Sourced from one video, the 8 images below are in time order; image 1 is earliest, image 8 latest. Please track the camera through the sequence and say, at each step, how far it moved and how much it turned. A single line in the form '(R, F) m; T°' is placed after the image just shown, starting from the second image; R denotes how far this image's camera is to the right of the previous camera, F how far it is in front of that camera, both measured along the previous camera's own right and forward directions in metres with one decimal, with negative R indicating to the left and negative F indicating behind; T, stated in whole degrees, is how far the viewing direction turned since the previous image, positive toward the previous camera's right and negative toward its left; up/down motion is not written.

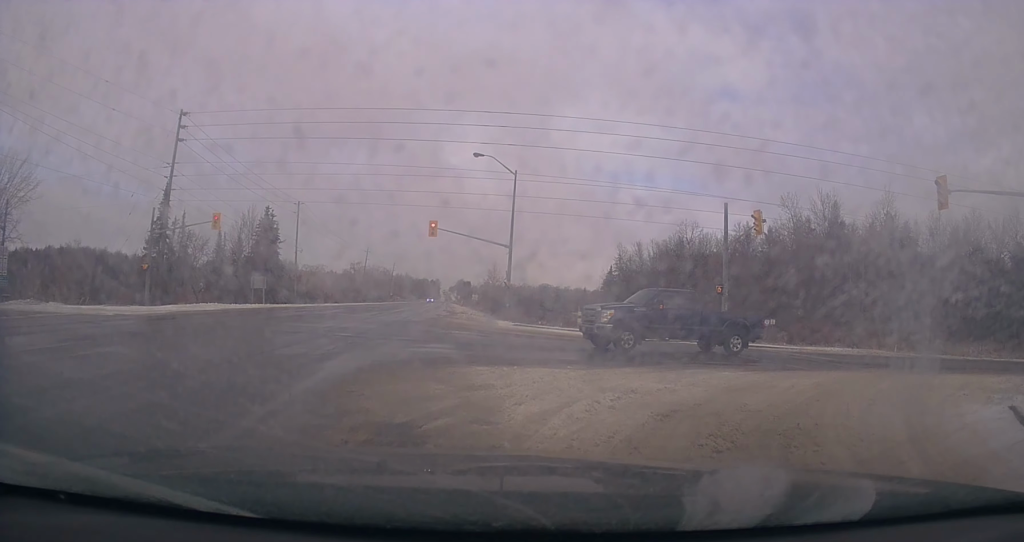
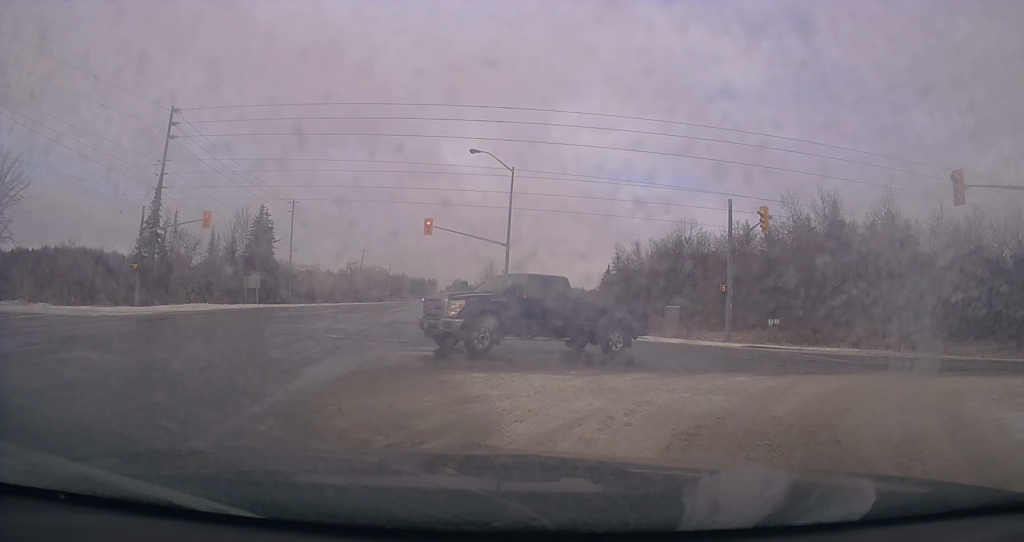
(-0.2, +0.6) m; 0°
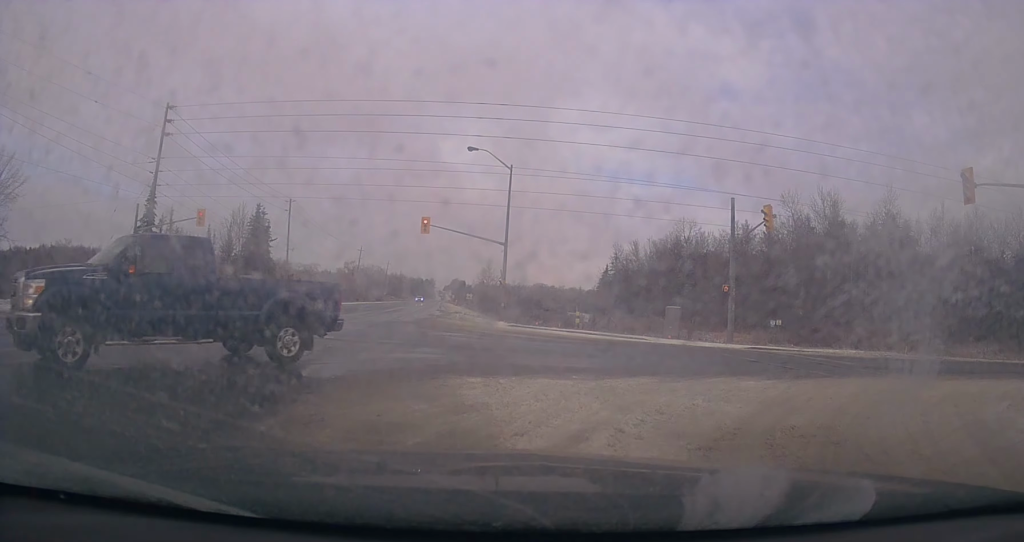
(-0.6, +0.8) m; 0°
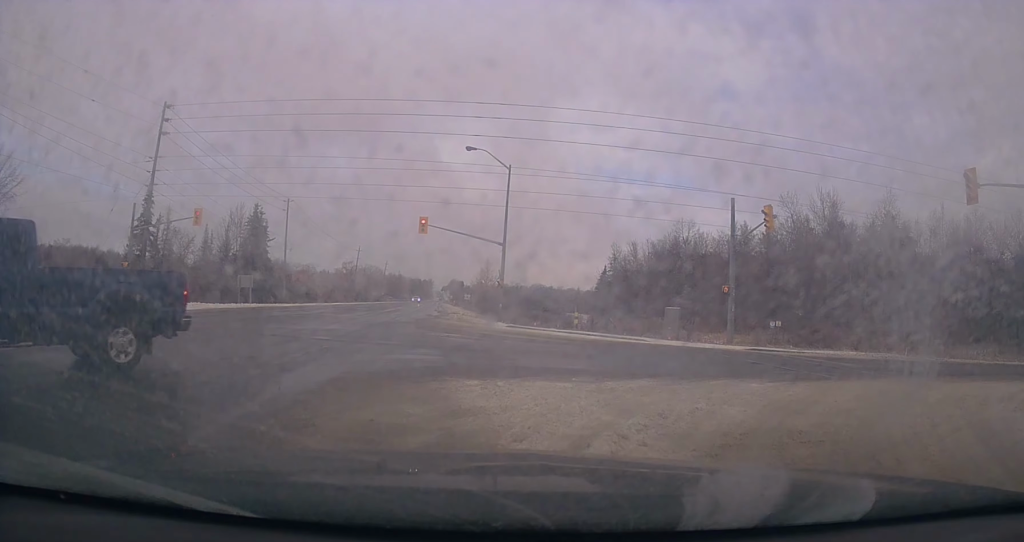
(-0.2, +0.2) m; 0°
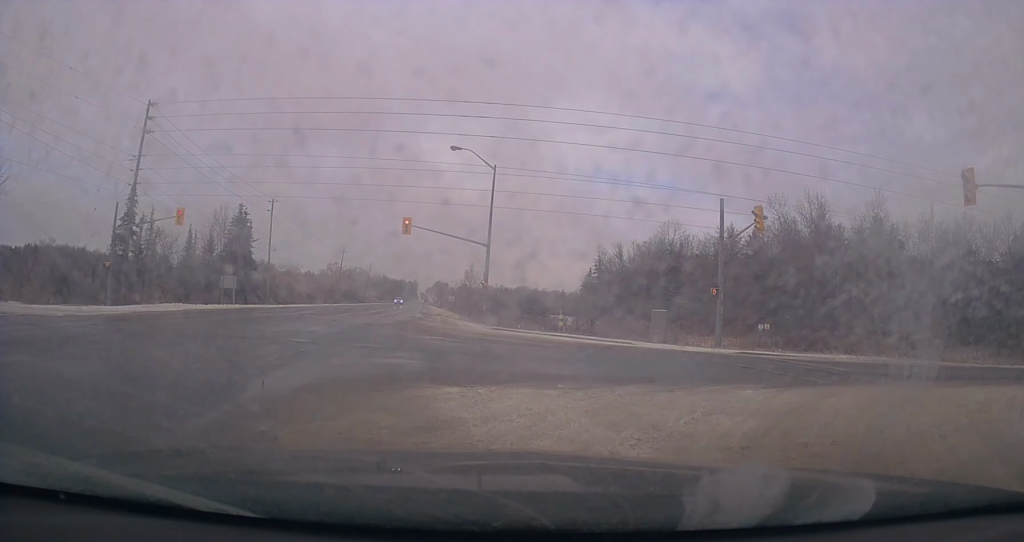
(0.0, +0.3) m; 0°
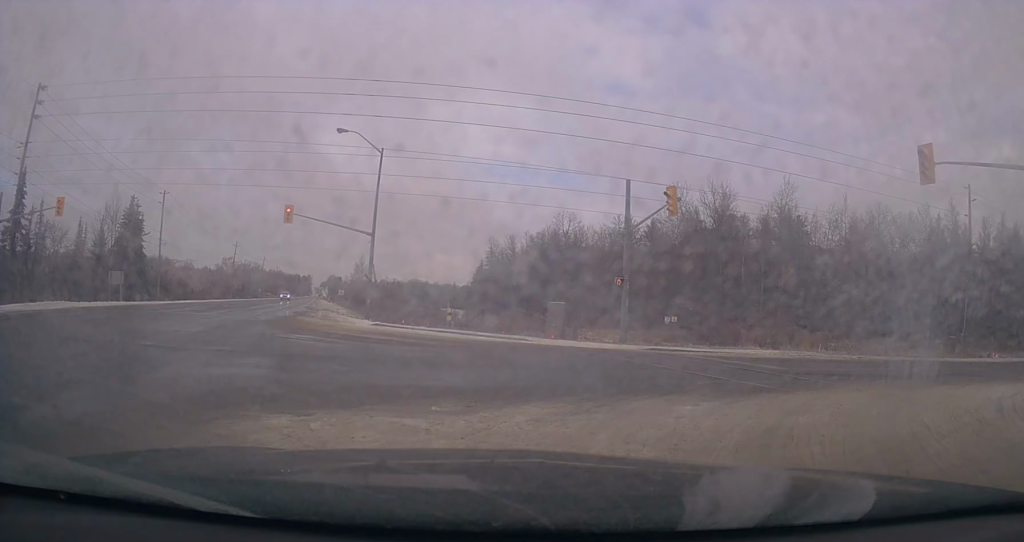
(+0.5, +1.6) m; +16°
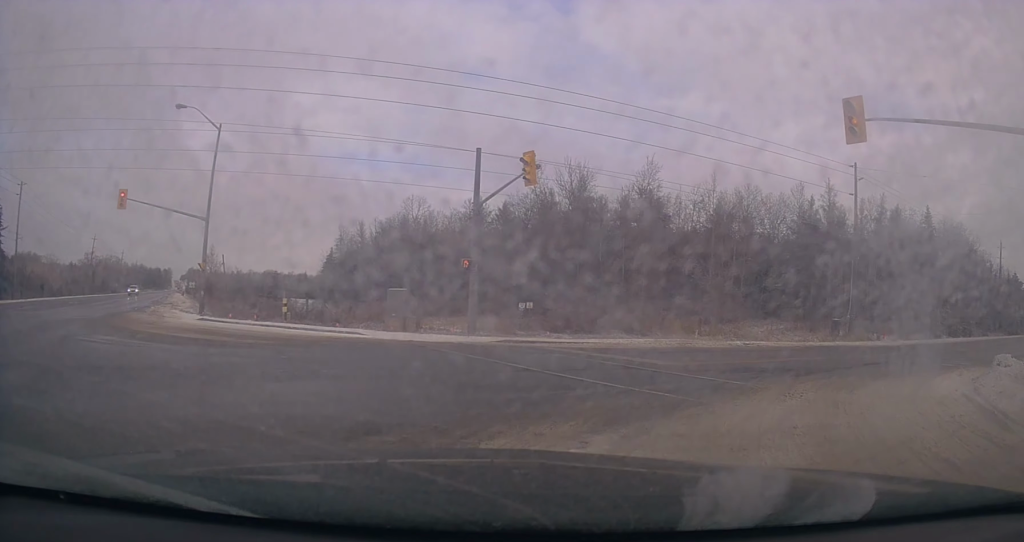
(+0.2, +2.7) m; +21°
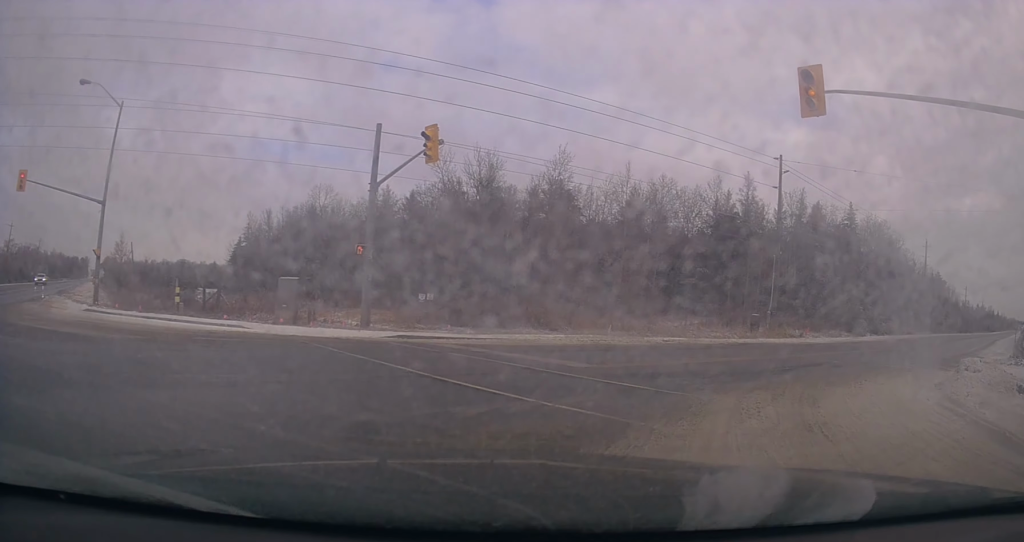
(+0.4, +2.0) m; +4°
